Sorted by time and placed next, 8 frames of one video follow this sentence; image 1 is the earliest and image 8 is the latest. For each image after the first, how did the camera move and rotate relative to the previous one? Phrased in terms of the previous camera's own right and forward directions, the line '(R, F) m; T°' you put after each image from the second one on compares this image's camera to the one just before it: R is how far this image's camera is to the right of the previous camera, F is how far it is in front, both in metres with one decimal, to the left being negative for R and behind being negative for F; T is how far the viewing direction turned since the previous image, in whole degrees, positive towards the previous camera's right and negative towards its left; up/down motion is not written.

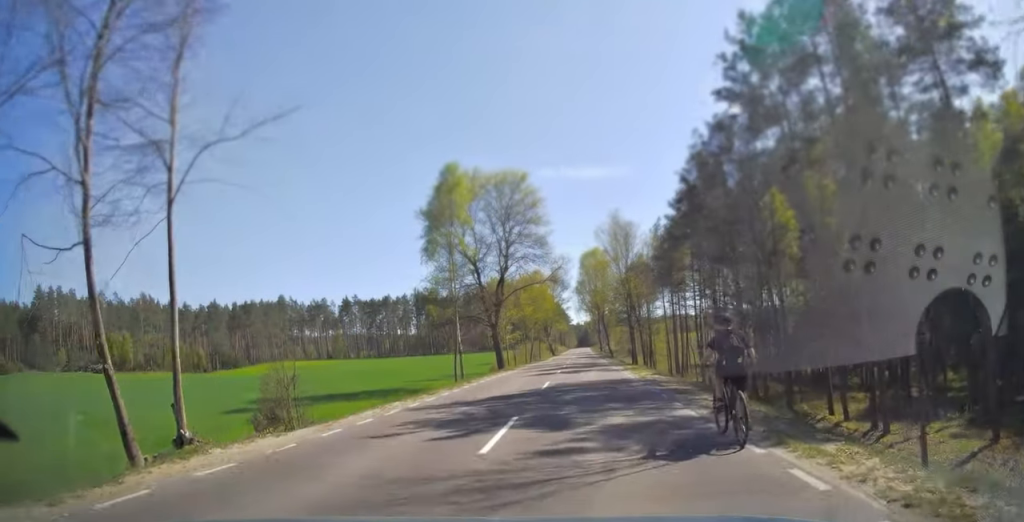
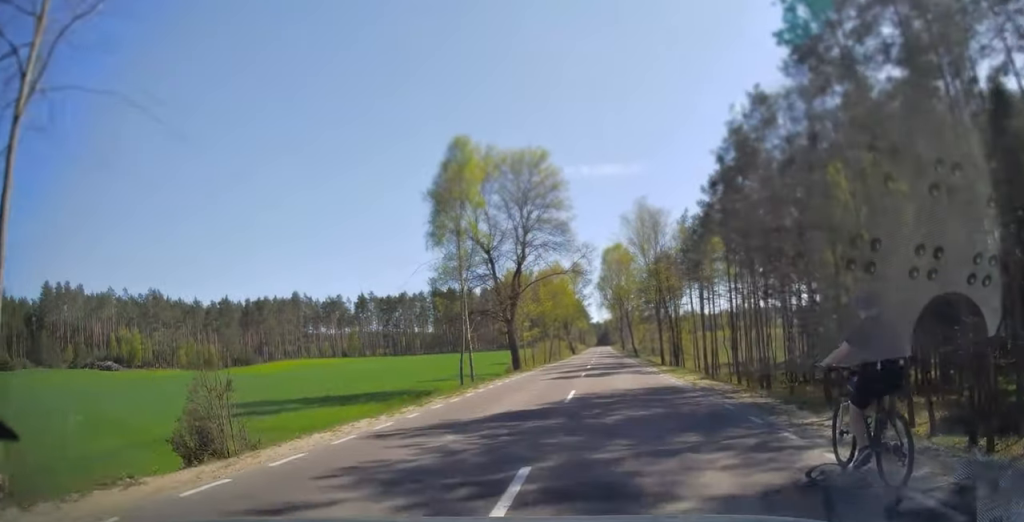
(-0.2, +5.2) m; 0°
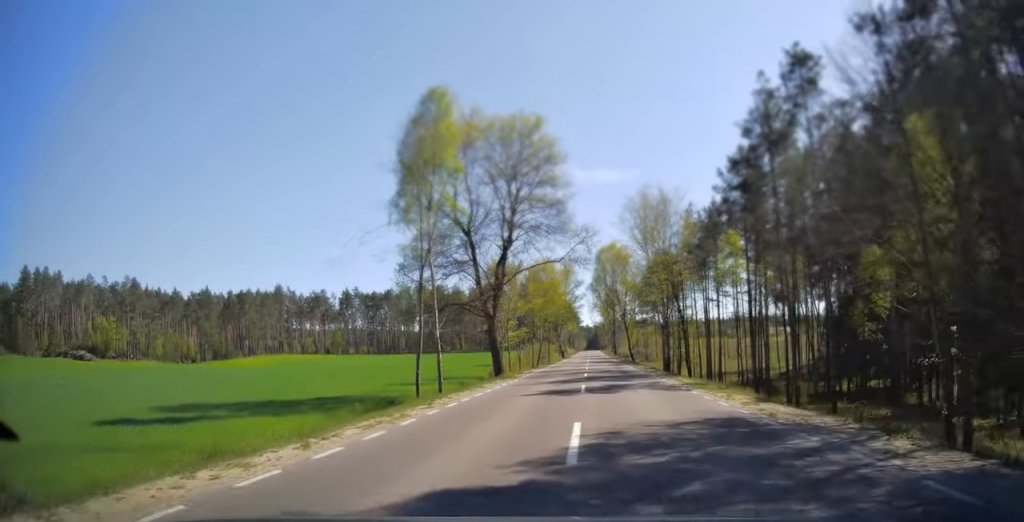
(+0.1, +7.6) m; +2°
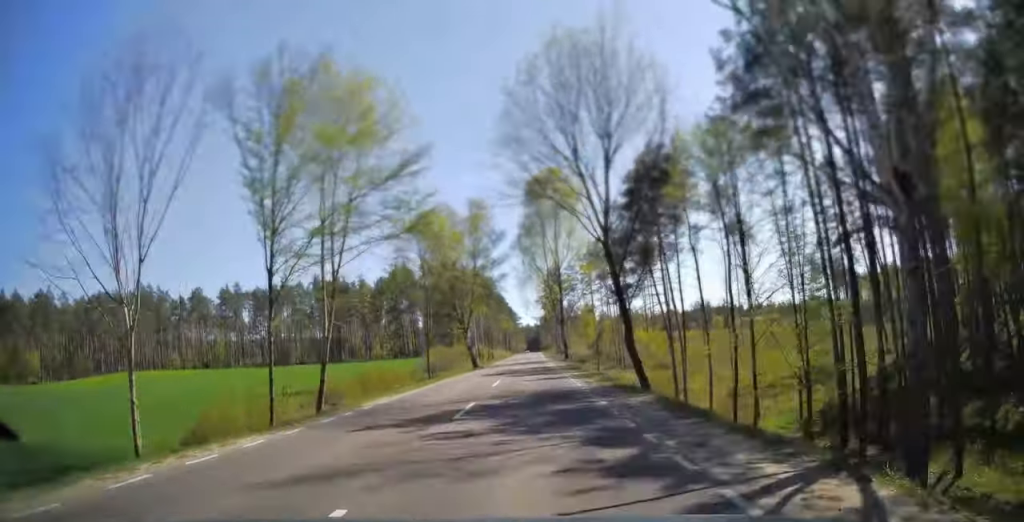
(+3.1, +53.3) m; +2°
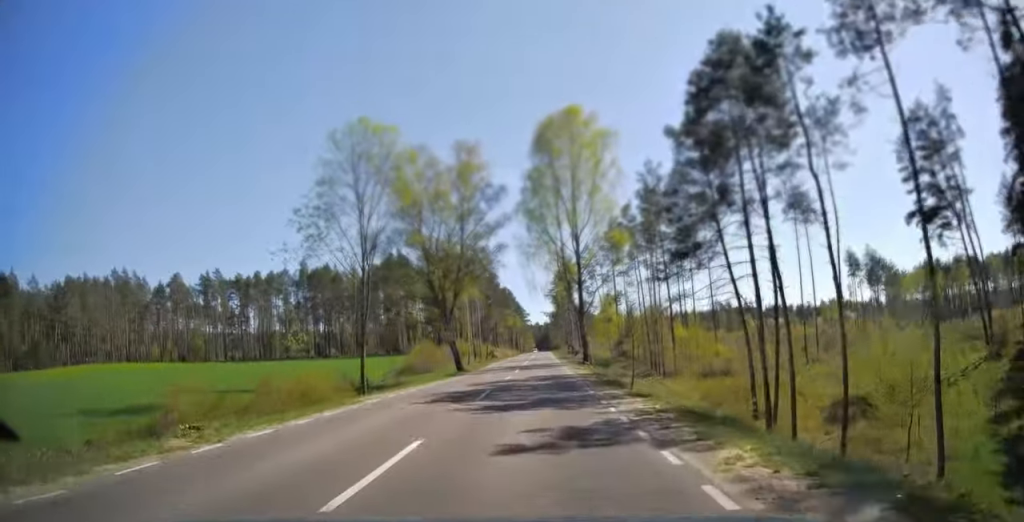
(-0.1, +19.6) m; 0°
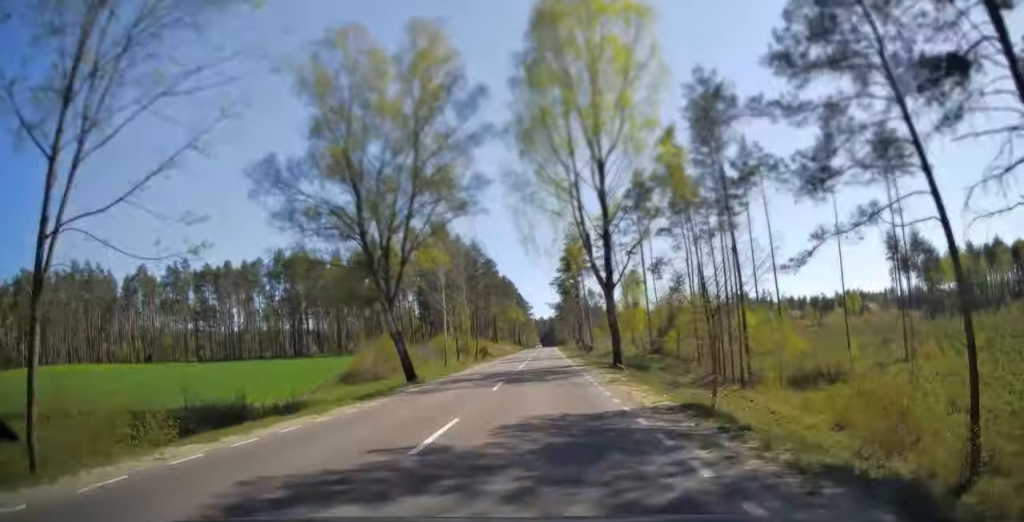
(0.0, +20.7) m; 0°
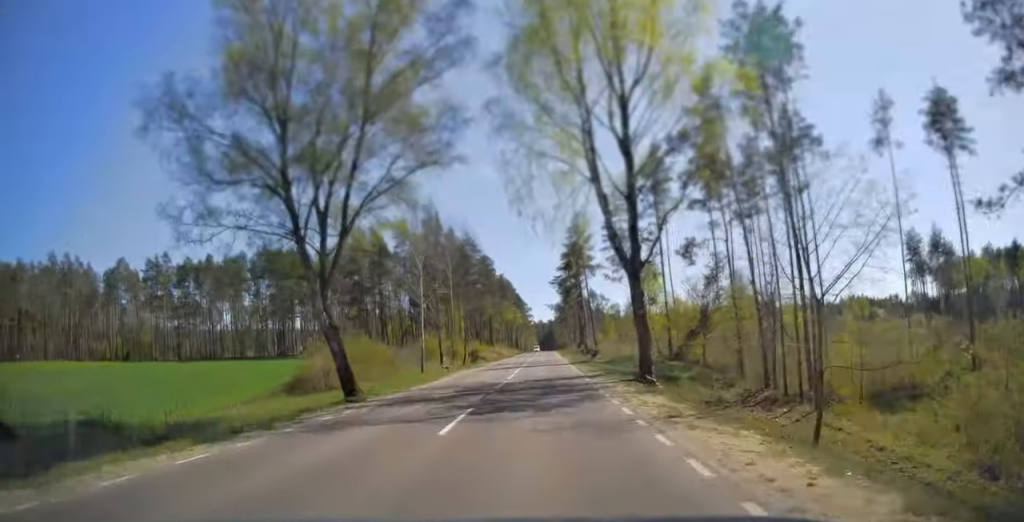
(0.0, +9.6) m; 0°
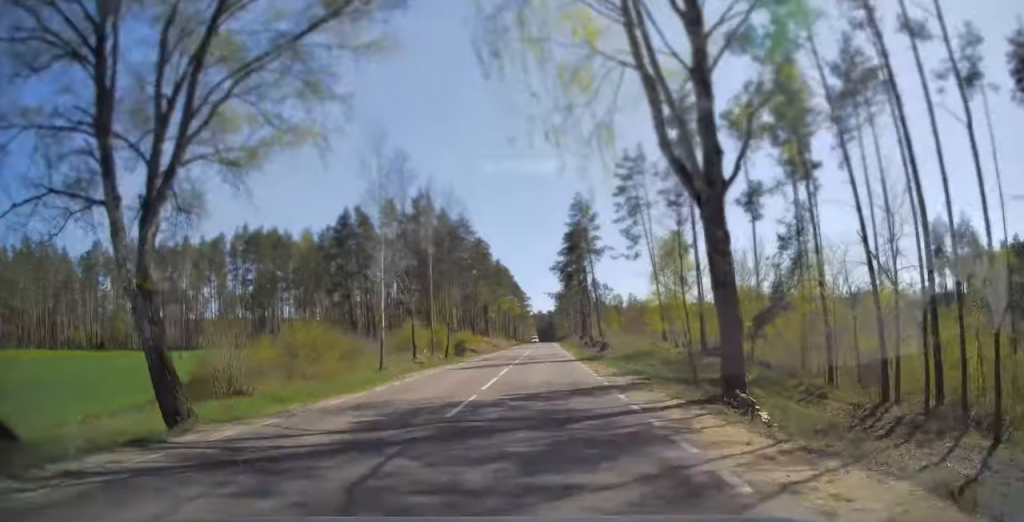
(0.0, +10.9) m; 0°
